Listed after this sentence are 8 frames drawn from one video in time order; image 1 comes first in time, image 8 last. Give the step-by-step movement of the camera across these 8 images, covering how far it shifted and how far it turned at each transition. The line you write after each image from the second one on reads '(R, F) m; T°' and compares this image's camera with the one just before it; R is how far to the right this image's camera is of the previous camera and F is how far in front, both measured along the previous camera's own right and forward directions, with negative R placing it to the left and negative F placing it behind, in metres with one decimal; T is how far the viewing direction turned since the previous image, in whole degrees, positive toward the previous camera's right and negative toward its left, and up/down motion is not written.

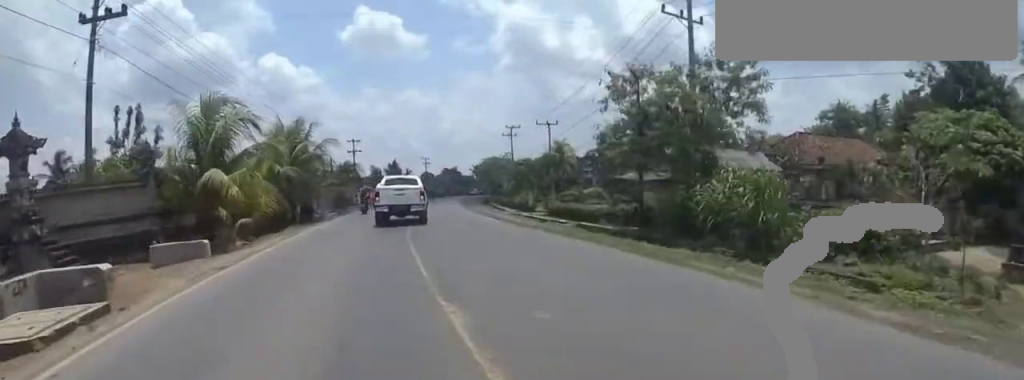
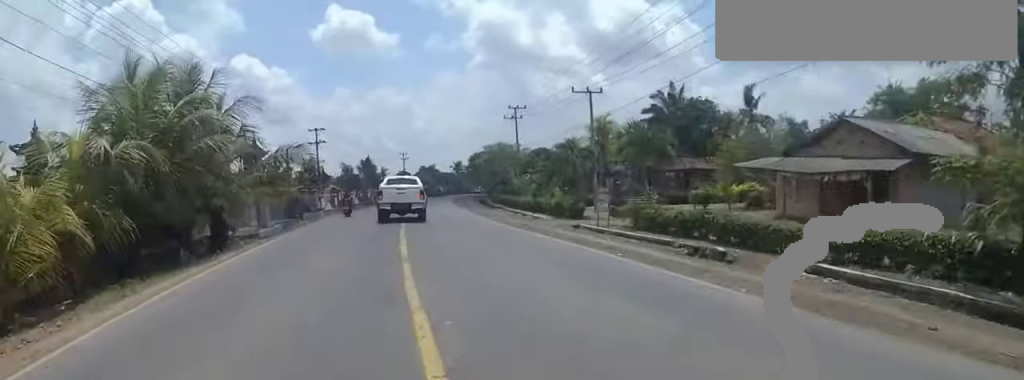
(+0.5, +13.5) m; +3°
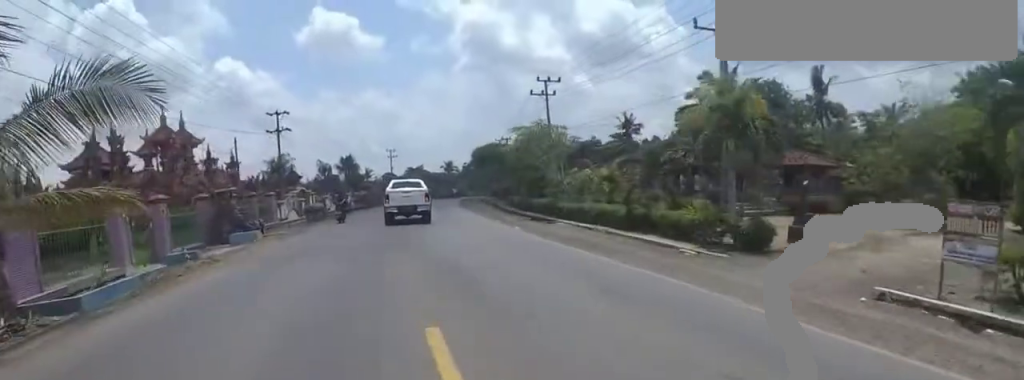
(0.0, +13.7) m; 0°
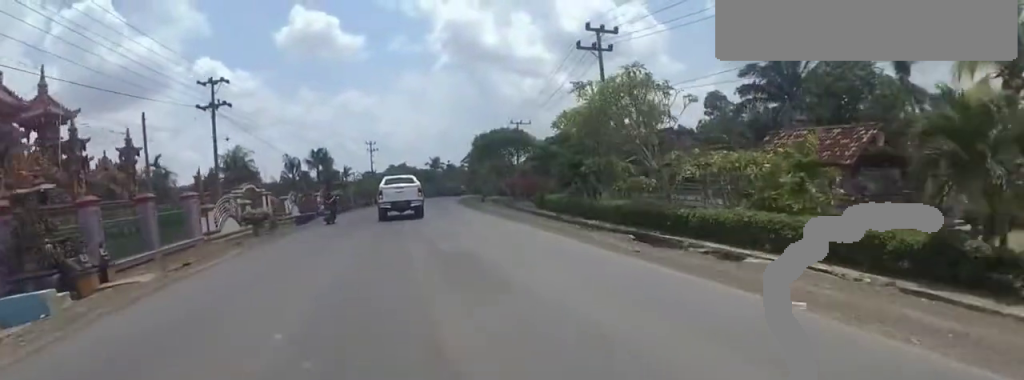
(0.0, +12.5) m; 0°
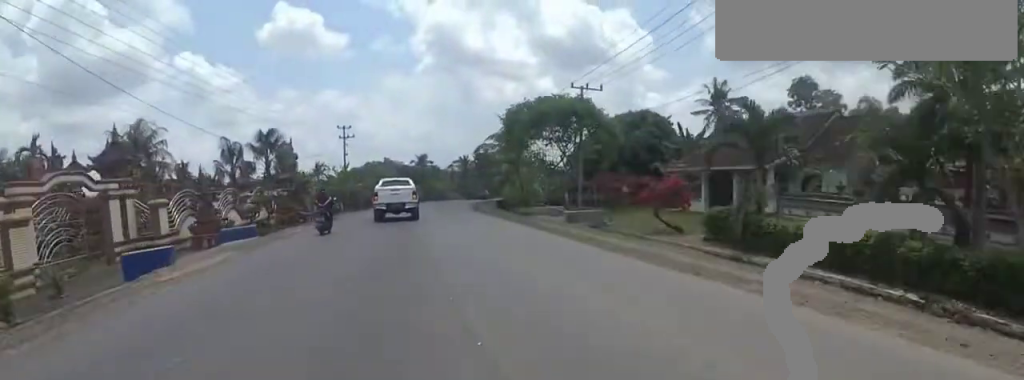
(0.0, +19.5) m; +3°
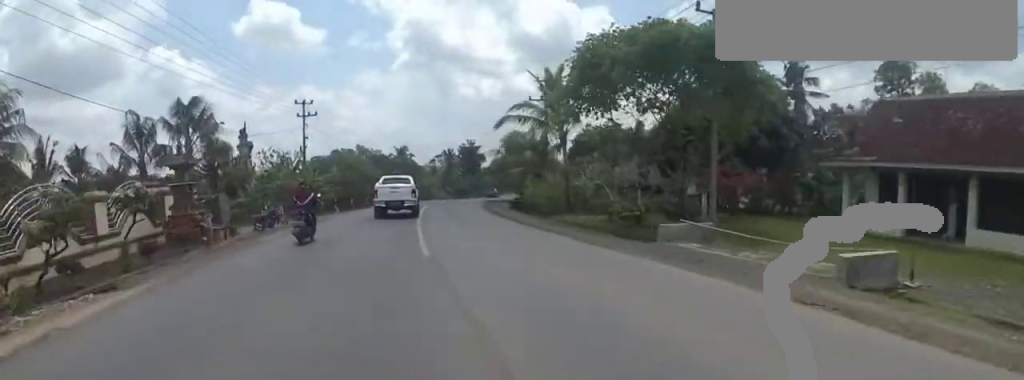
(+0.9, +14.1) m; +9°
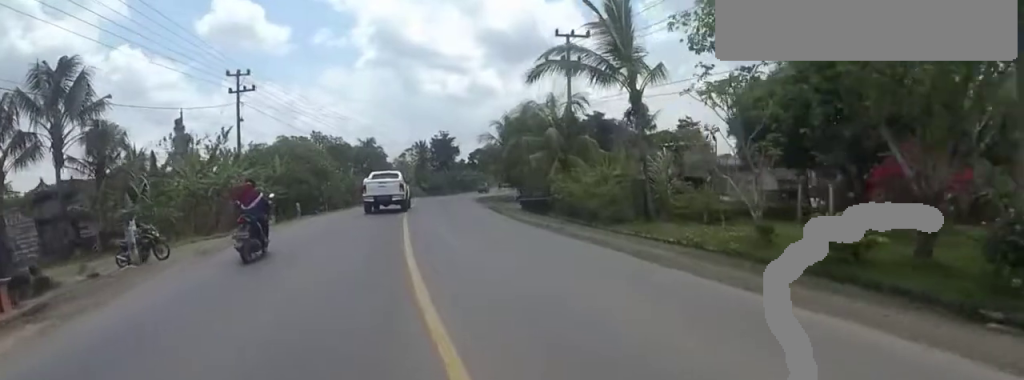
(+0.7, +10.7) m; +6°
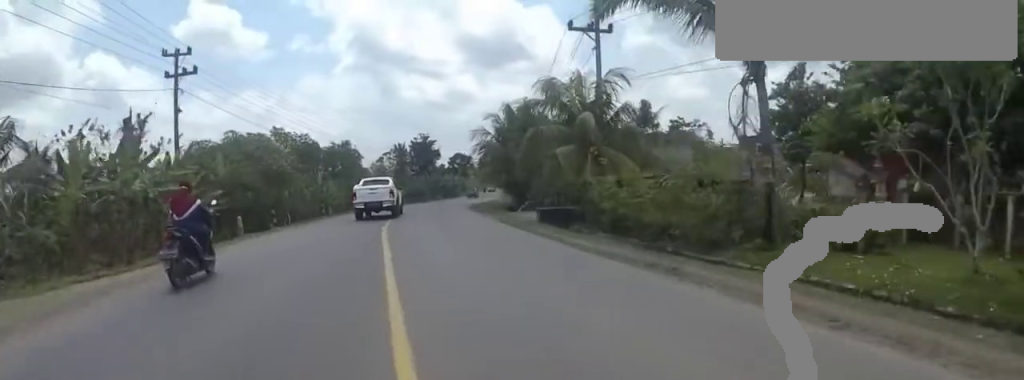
(+0.1, +6.5) m; +2°
